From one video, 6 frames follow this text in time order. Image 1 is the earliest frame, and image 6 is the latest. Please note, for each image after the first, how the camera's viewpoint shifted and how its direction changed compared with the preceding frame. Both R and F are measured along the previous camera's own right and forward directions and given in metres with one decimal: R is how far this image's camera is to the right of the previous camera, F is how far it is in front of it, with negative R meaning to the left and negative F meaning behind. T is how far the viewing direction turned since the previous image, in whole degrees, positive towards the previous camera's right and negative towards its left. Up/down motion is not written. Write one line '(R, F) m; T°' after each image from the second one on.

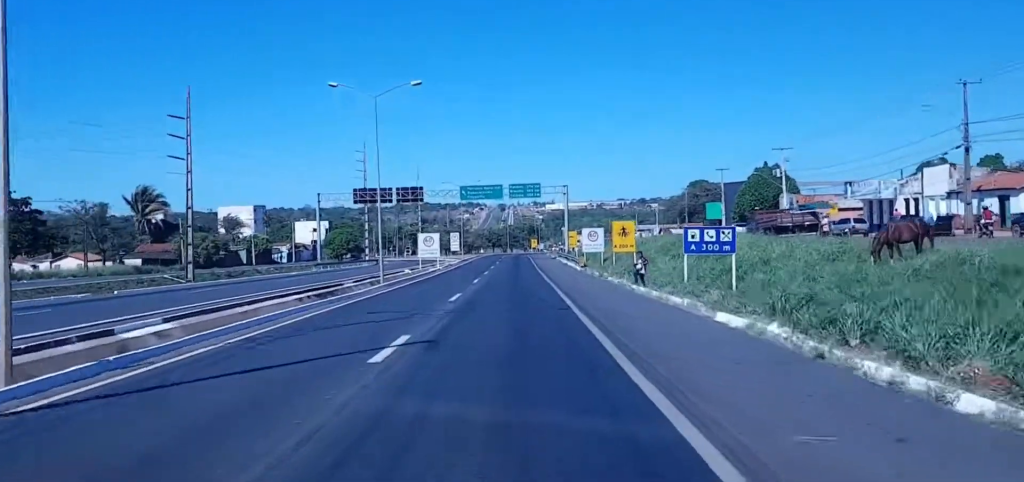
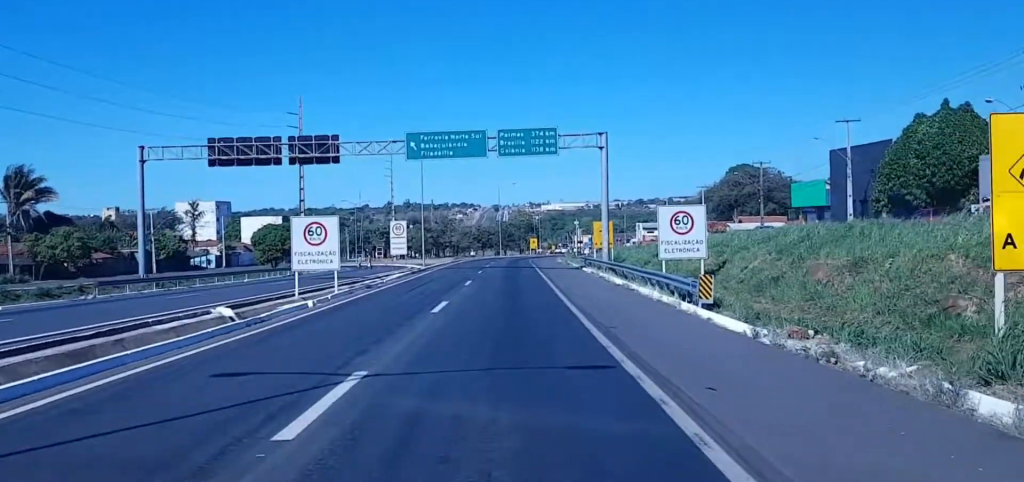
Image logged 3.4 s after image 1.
(-3.6, +53.3) m; -2°
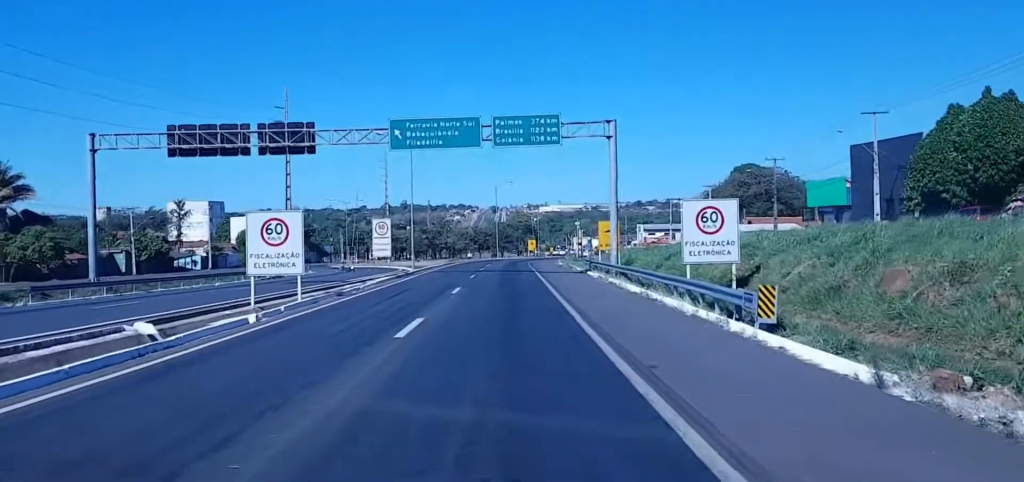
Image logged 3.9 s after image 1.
(0.0, +6.9) m; 0°
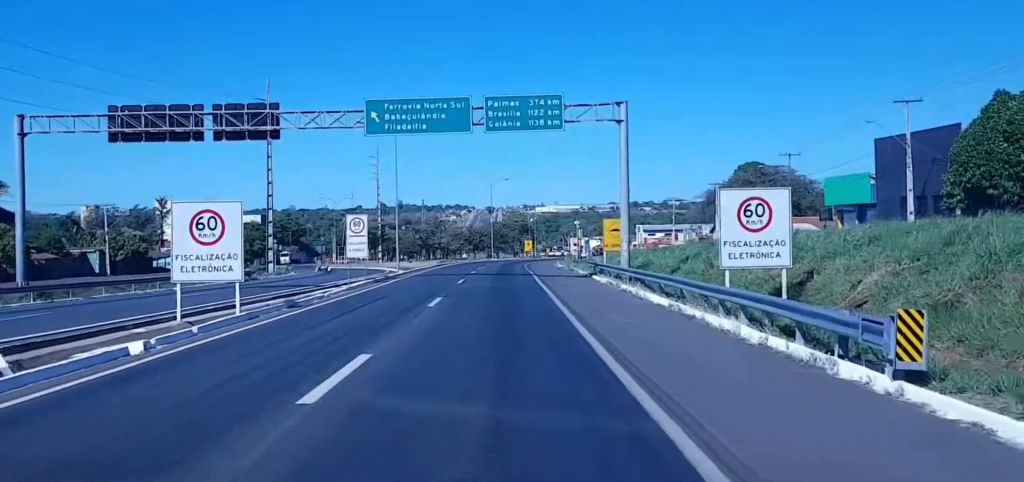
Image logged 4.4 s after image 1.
(0.0, +7.9) m; 0°
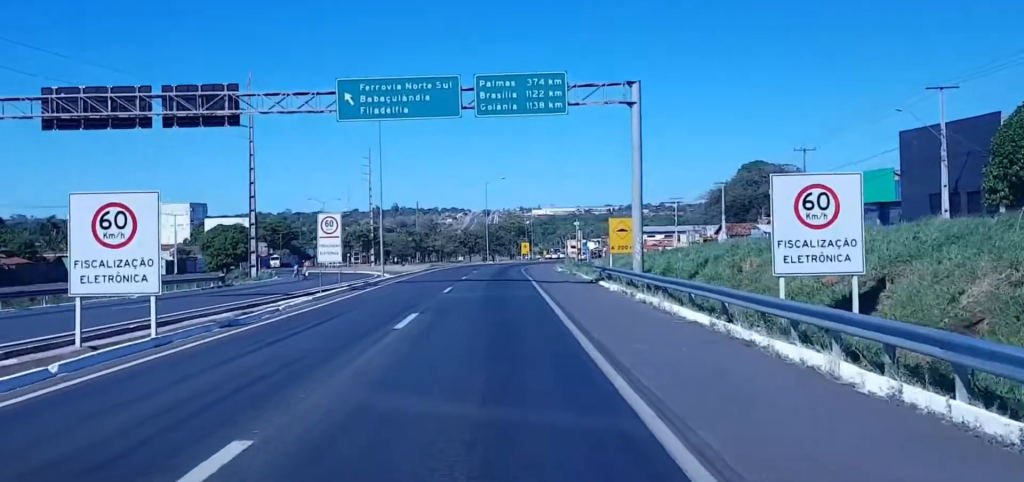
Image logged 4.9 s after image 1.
(0.0, +6.8) m; 0°
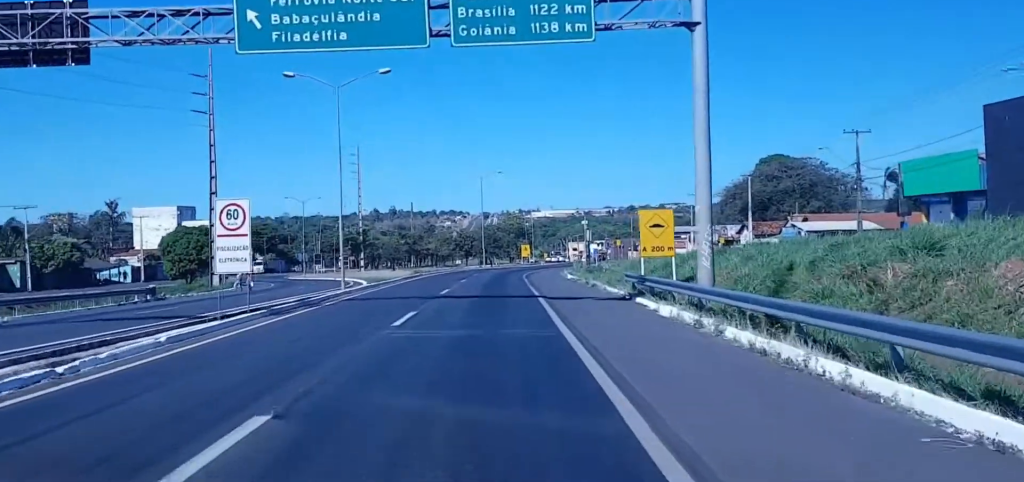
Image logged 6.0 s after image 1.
(0.0, +15.1) m; 0°
